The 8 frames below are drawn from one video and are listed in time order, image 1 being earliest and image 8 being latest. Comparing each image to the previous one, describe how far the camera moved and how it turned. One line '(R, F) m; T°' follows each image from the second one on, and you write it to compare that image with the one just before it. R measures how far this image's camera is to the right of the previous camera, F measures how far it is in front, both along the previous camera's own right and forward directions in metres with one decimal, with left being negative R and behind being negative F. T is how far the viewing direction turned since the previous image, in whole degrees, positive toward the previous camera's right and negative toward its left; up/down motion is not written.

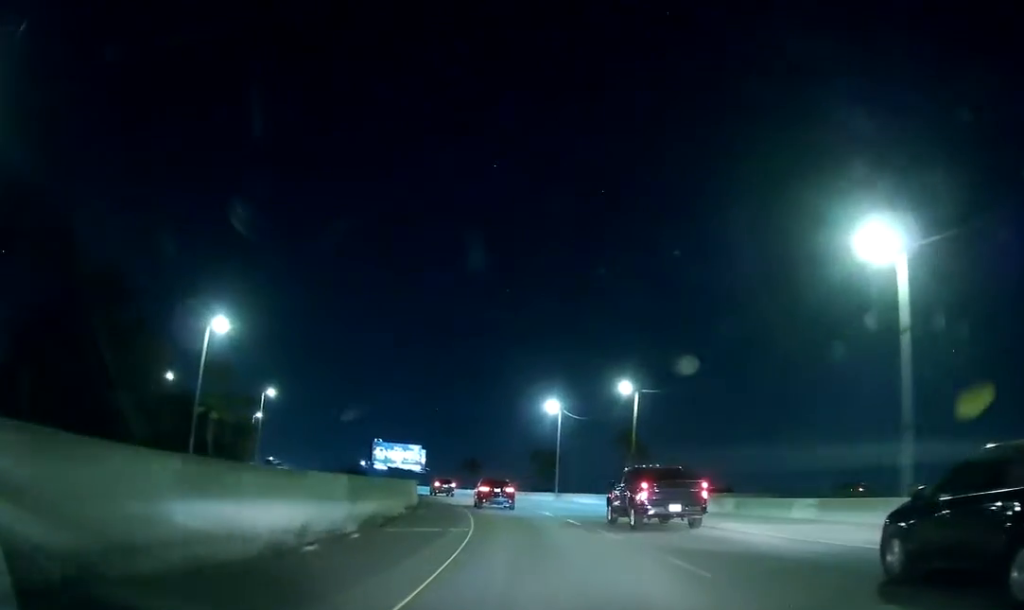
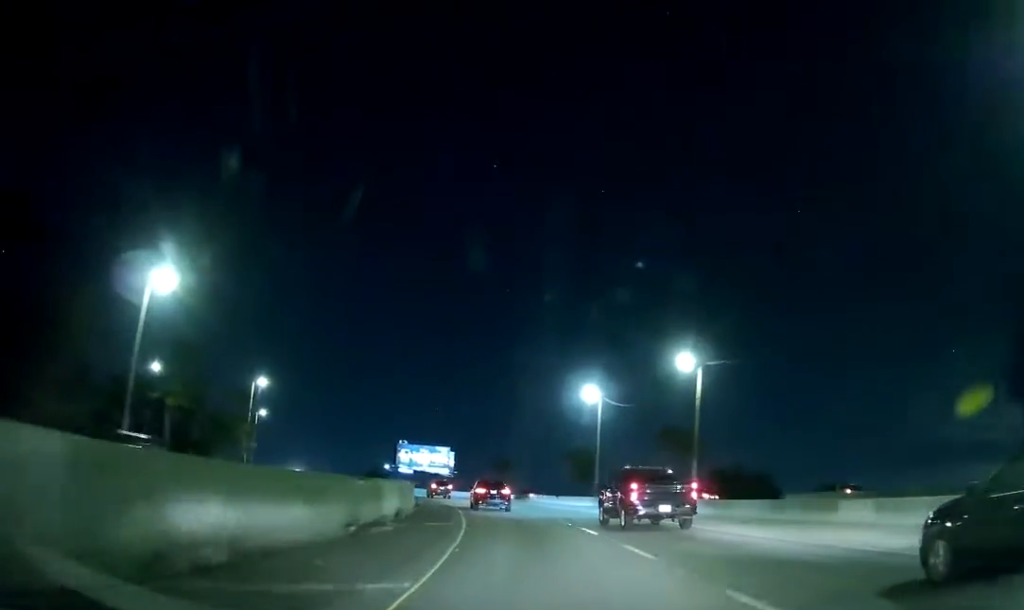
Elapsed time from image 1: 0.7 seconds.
(-0.5, +12.6) m; -4°
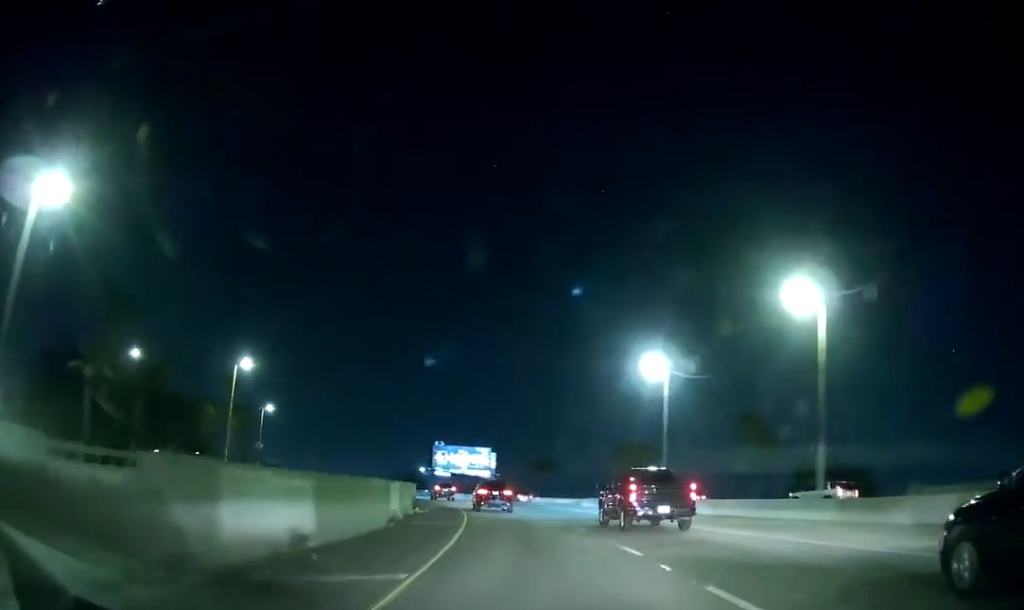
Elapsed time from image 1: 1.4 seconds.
(-0.6, +13.6) m; -5°
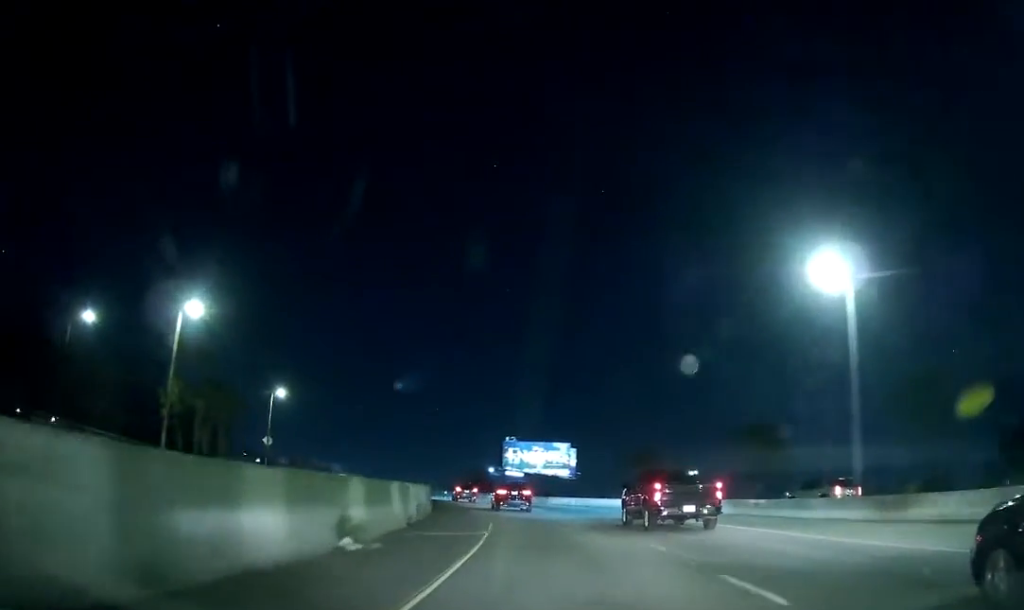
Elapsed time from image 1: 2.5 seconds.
(-1.1, +20.9) m; -5°
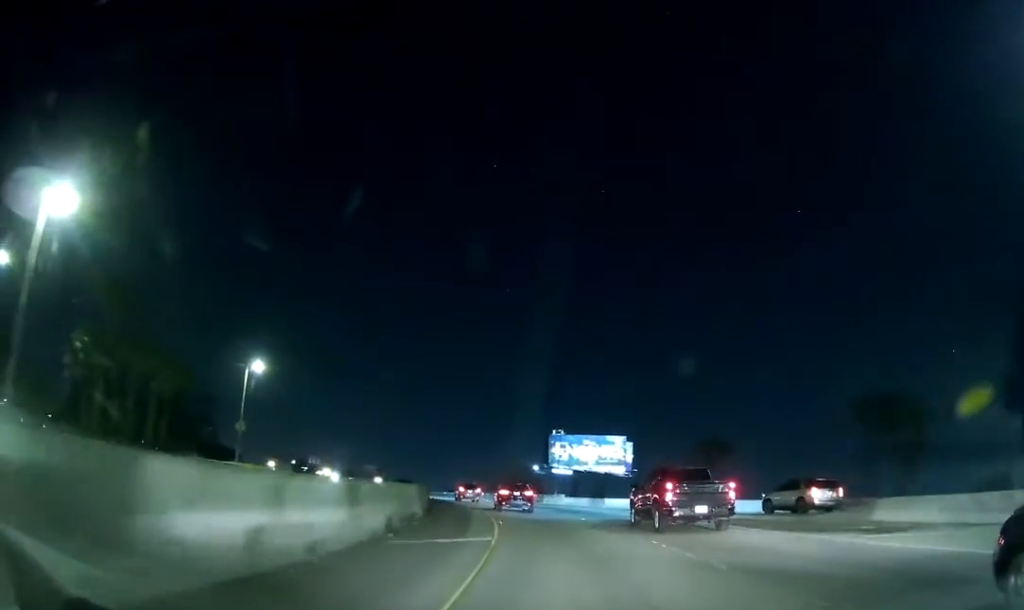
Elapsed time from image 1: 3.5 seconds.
(-0.6, +17.7) m; -3°
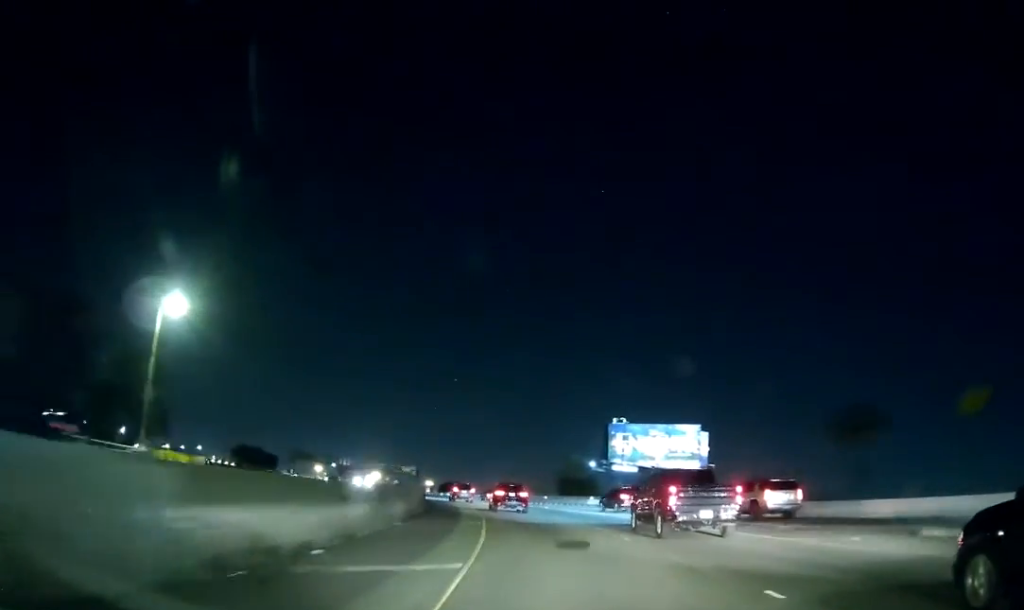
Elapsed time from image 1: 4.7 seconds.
(-0.8, +21.7) m; -5°
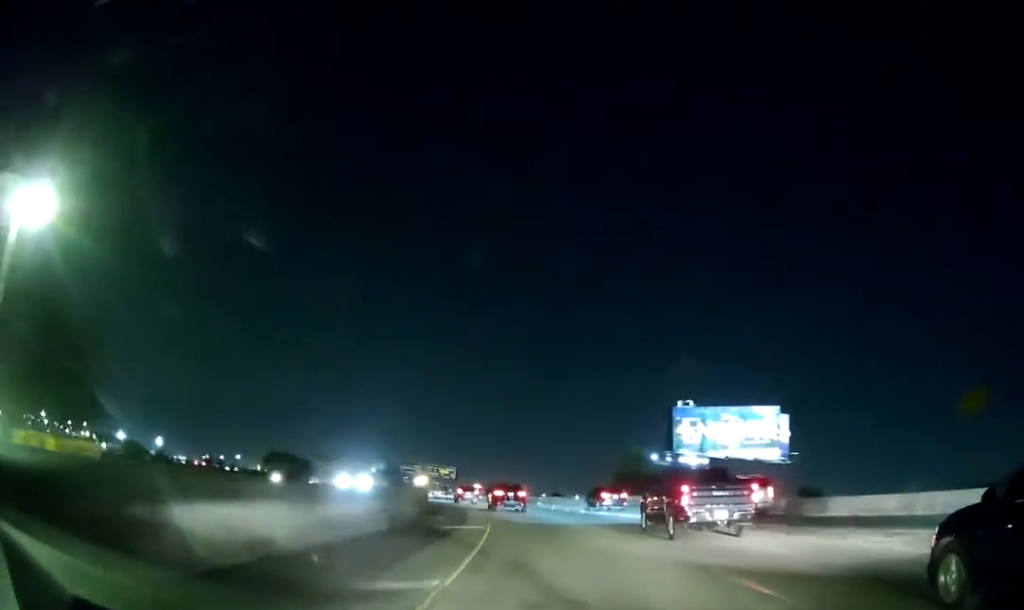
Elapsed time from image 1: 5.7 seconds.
(-0.7, +17.5) m; -4°
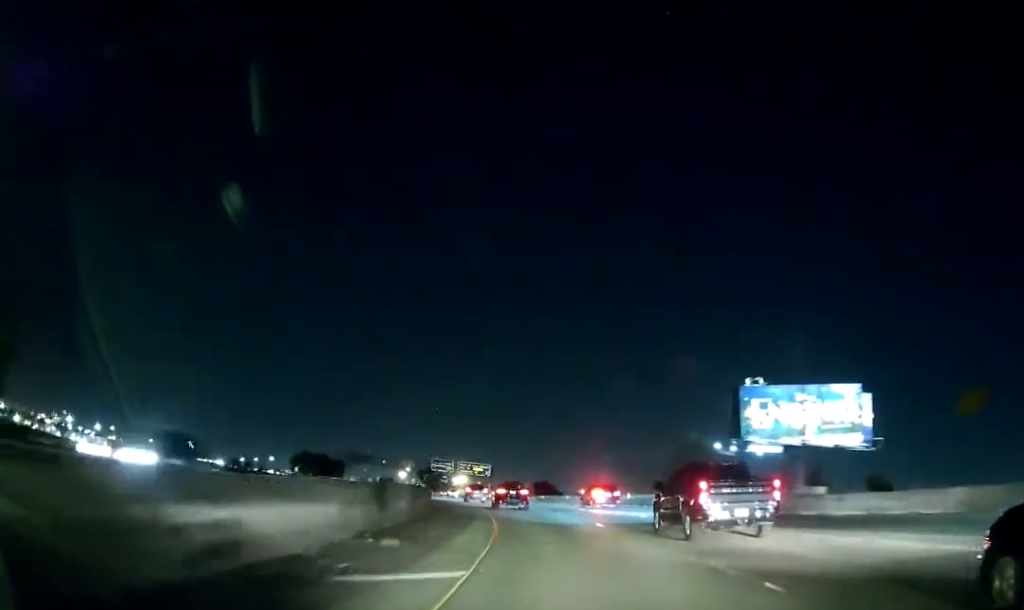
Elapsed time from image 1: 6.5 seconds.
(-0.4, +14.6) m; -3°
